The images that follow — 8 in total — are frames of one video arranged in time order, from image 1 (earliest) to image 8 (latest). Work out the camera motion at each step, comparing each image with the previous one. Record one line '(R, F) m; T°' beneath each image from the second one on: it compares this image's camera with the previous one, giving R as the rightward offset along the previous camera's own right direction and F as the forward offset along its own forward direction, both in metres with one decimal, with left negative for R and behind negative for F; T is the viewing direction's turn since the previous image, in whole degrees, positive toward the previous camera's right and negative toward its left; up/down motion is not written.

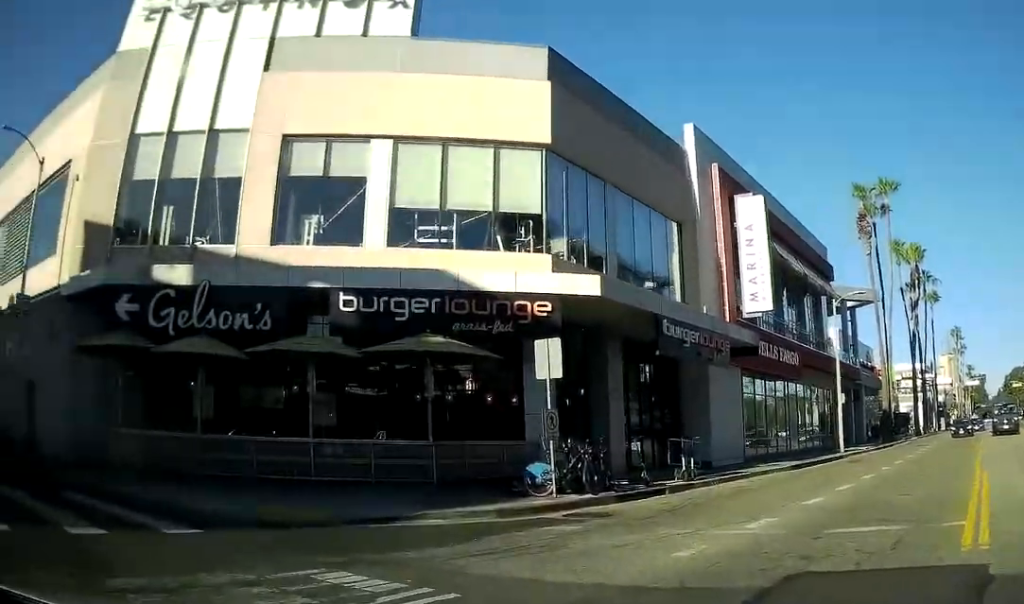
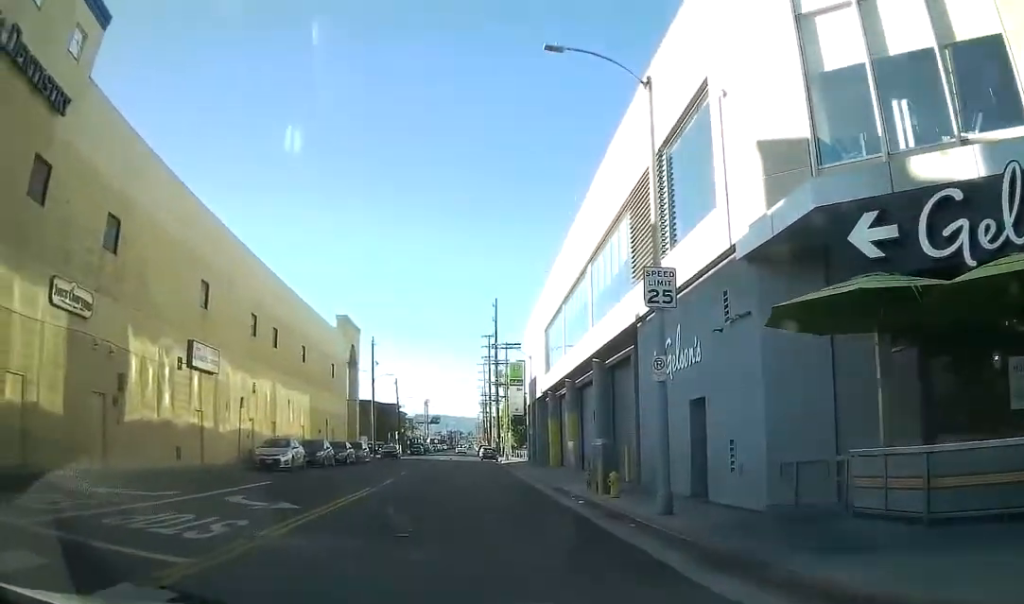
(-0.4, +6.8) m; -23°
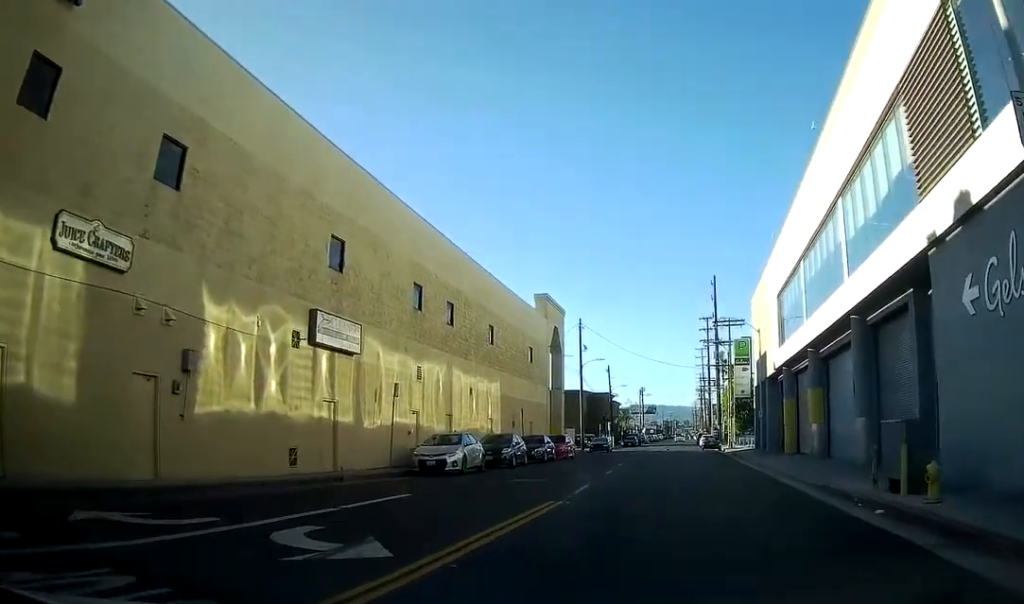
(-1.6, +5.4) m; -25°
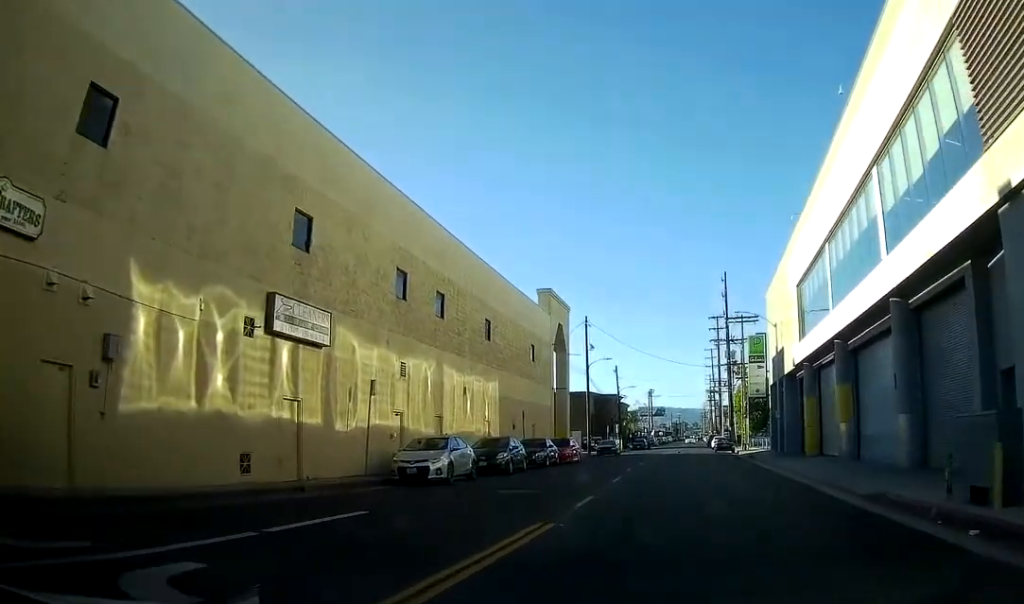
(-0.2, +2.7) m; -7°
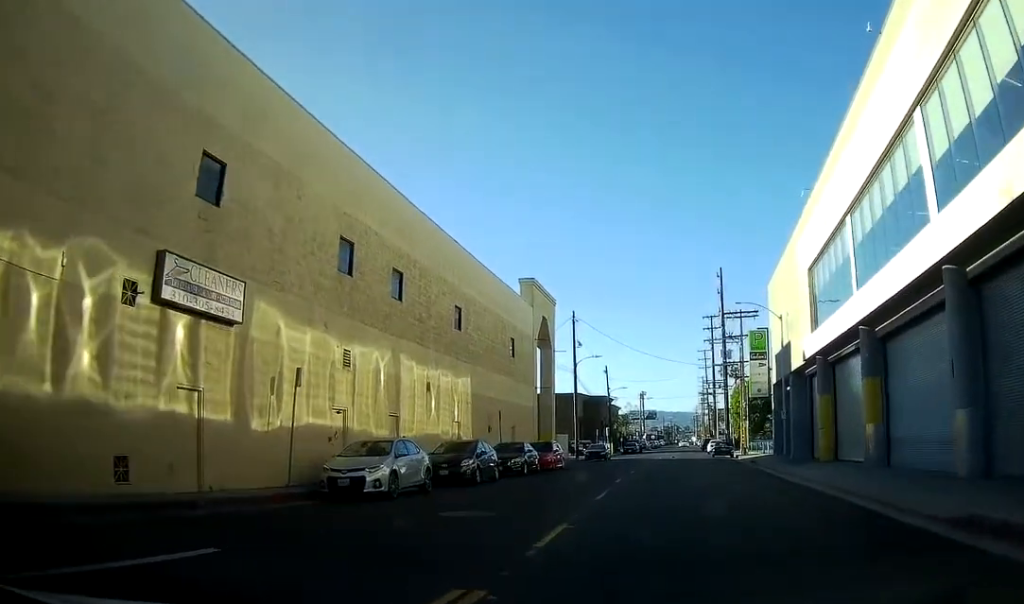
(-0.3, +4.3) m; -4°
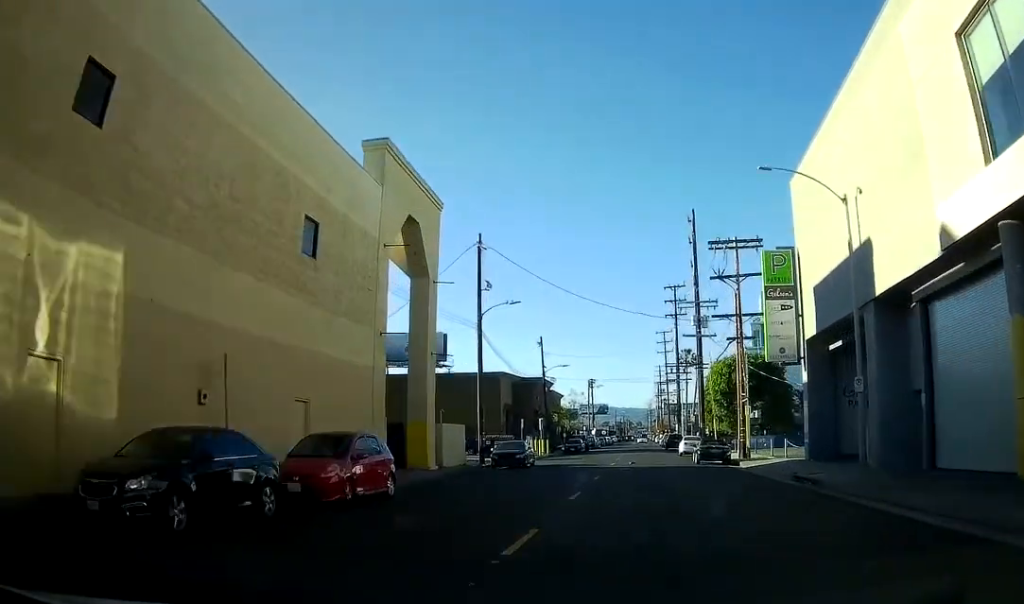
(-1.3, +20.4) m; -1°
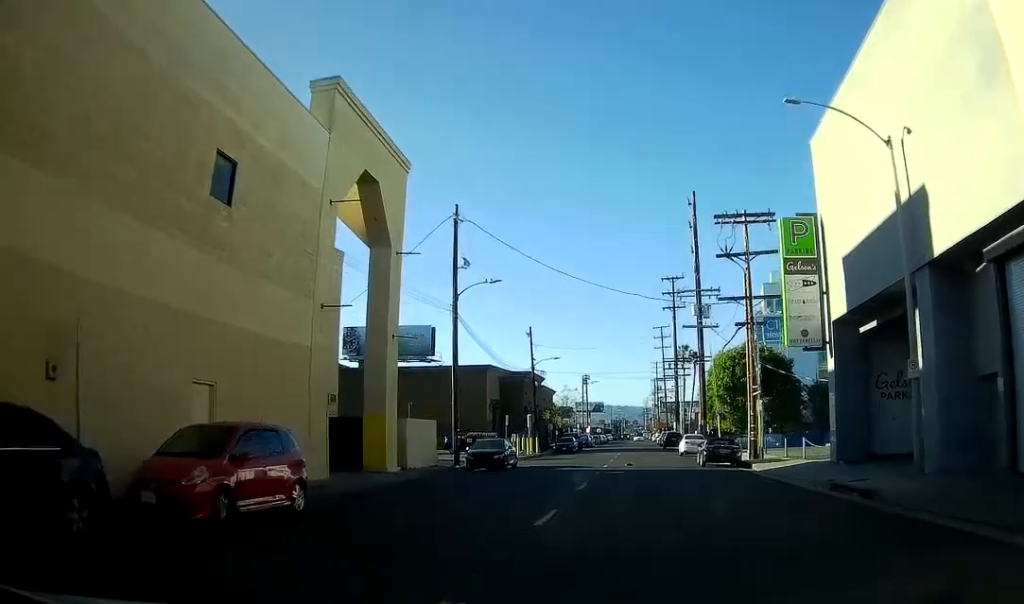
(+0.2, +4.9) m; +1°
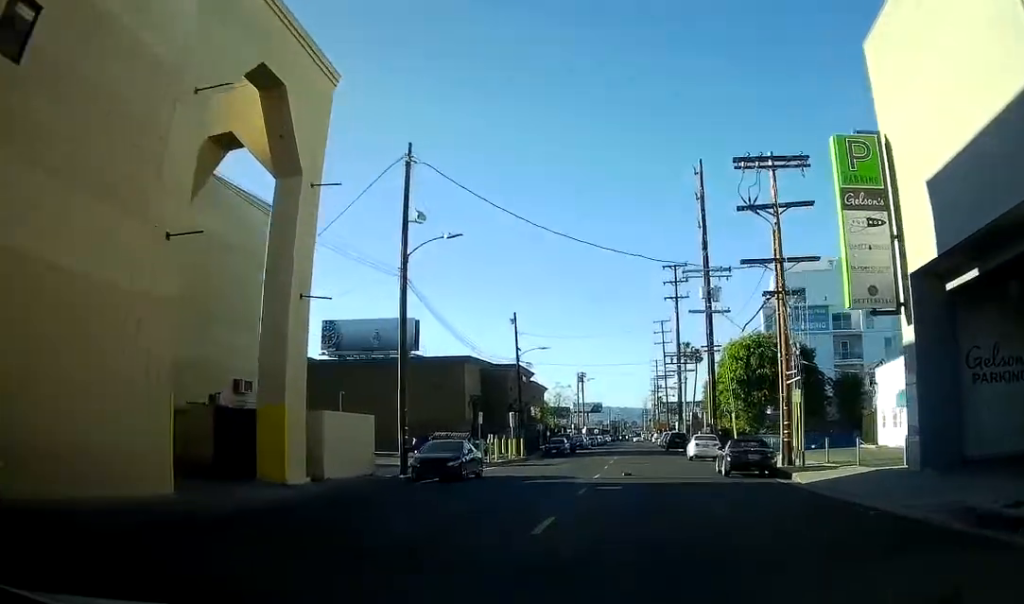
(+0.2, +7.3) m; +2°
